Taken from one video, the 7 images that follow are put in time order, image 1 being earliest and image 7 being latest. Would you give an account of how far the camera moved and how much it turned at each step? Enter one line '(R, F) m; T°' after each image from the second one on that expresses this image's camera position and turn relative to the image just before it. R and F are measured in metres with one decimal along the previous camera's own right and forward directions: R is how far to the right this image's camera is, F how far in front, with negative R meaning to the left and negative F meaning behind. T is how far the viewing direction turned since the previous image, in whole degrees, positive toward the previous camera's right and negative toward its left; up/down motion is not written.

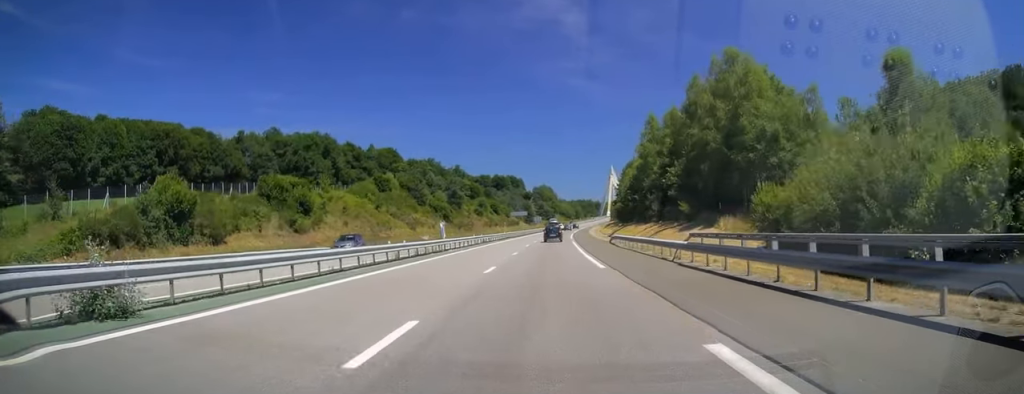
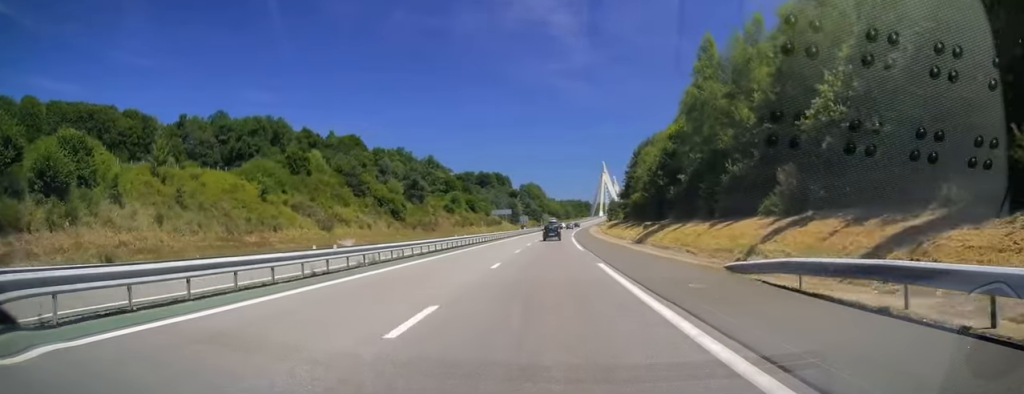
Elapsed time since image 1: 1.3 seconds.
(+0.2, +37.2) m; 0°
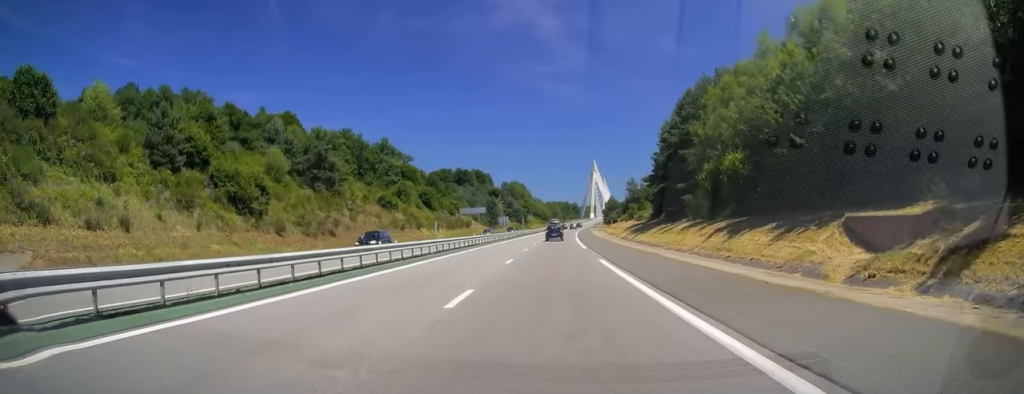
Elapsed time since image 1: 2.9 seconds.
(+0.5, +49.0) m; +2°
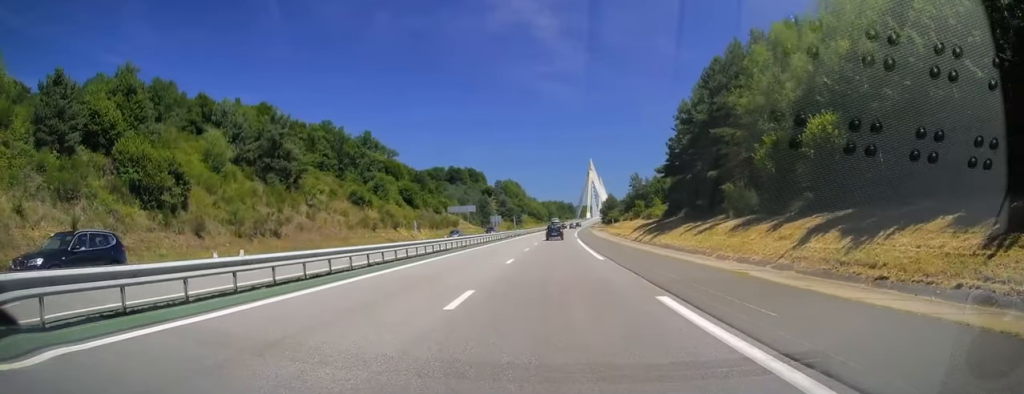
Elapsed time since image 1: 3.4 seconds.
(0.0, +13.2) m; +1°
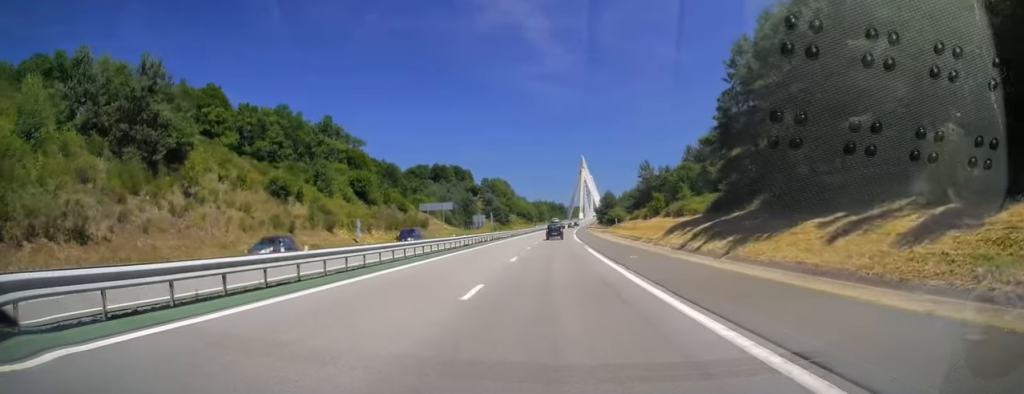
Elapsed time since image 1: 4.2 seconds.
(+0.4, +24.5) m; +1°
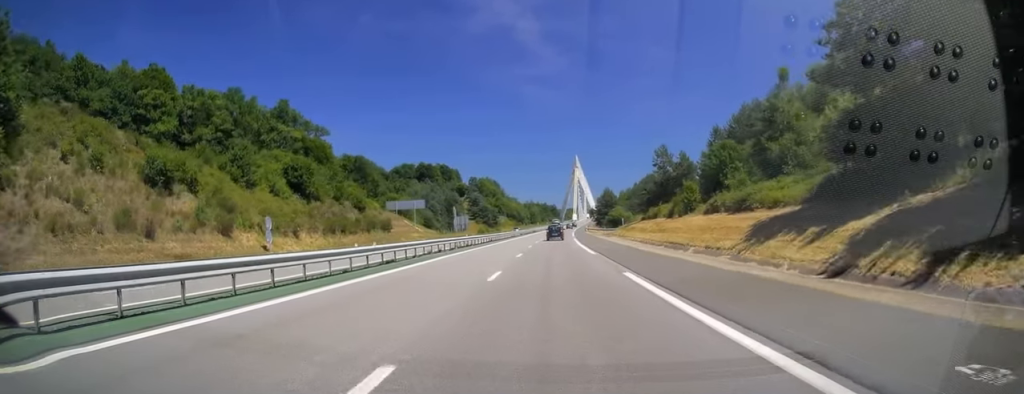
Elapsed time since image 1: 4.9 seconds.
(0.0, +21.6) m; +1°
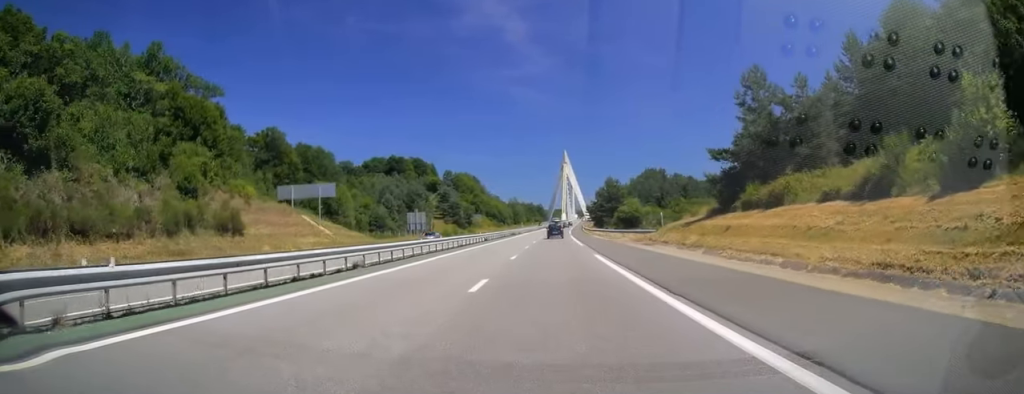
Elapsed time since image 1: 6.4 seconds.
(+0.6, +42.1) m; +1°
